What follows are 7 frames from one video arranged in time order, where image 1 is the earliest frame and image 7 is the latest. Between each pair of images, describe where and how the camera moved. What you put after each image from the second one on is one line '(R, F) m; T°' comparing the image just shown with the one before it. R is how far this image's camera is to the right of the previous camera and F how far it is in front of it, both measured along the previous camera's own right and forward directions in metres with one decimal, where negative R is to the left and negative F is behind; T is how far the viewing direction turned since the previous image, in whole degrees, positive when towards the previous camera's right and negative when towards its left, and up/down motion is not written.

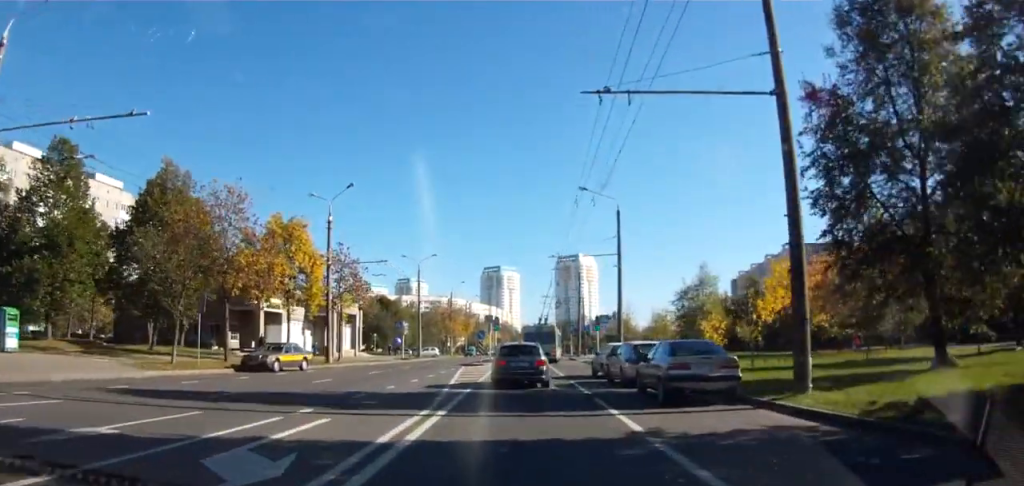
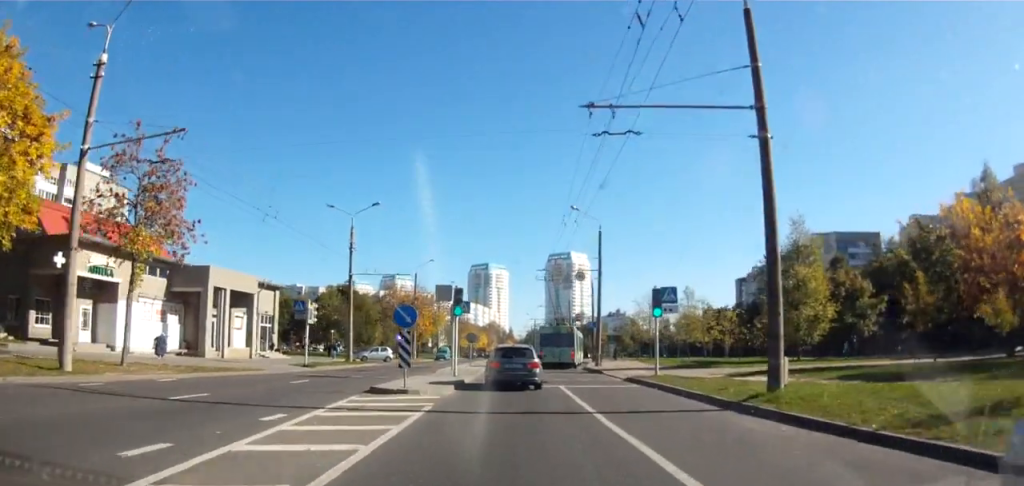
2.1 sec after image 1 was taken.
(0.0, +19.9) m; 0°
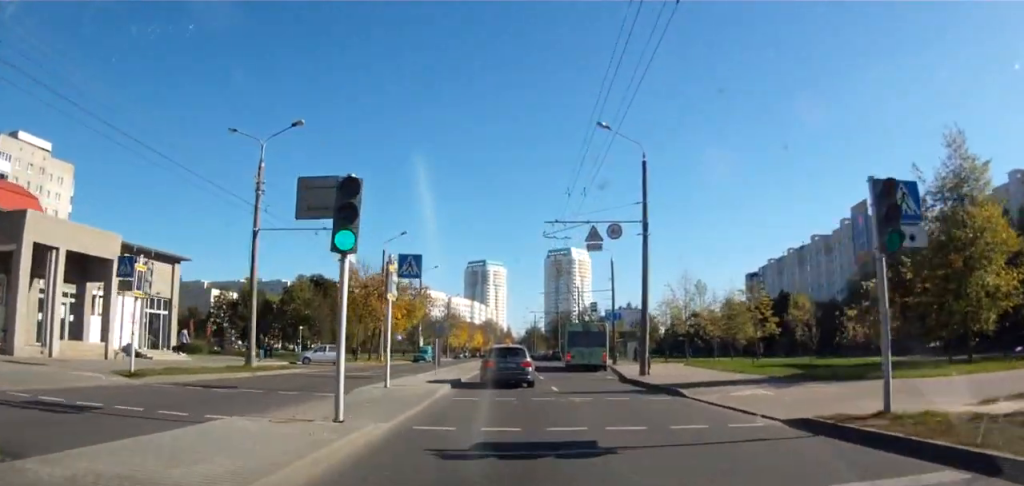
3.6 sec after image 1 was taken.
(+0.2, +17.6) m; +3°
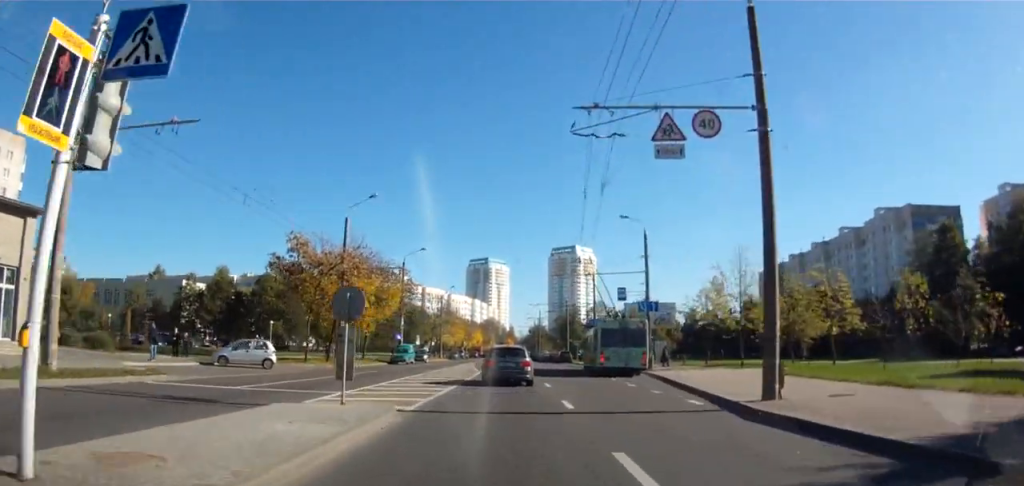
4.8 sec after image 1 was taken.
(+0.6, +17.3) m; +3°
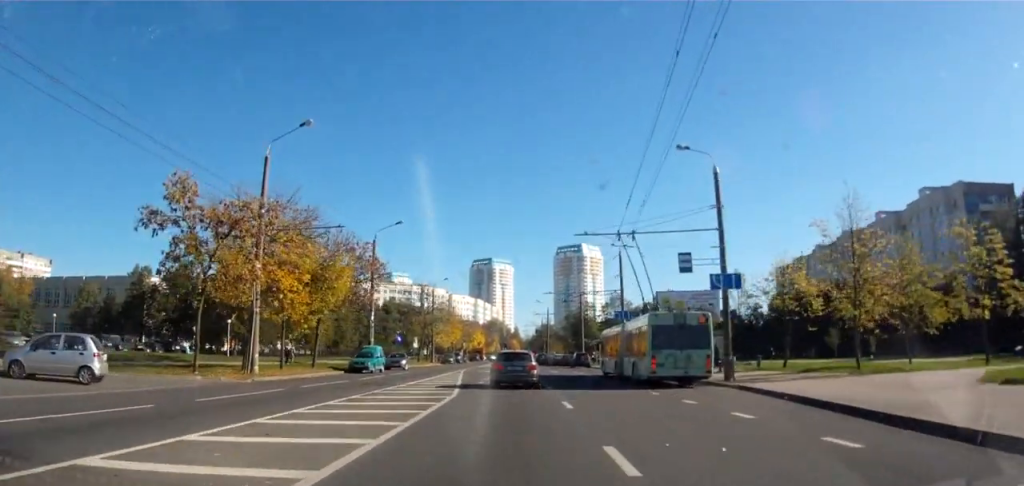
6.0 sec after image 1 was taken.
(+0.4, +21.1) m; 0°
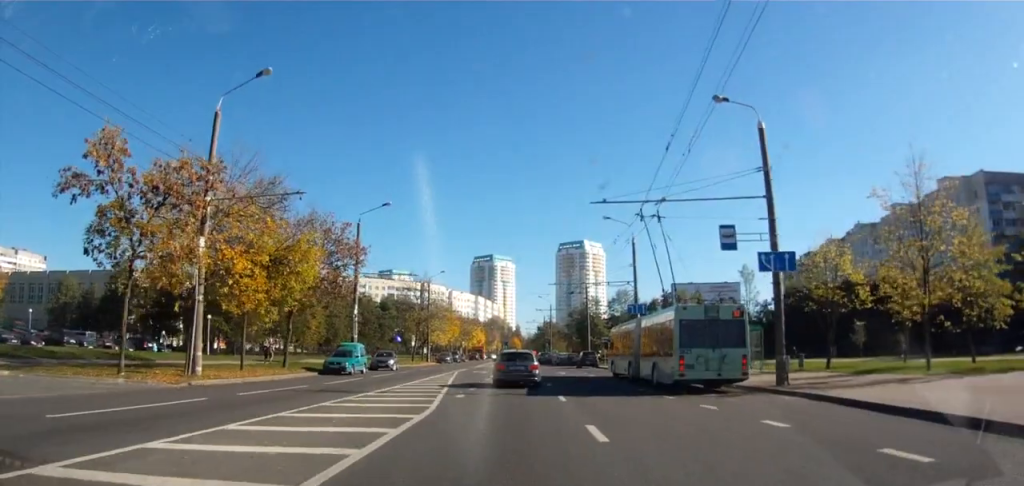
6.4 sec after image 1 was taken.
(0.0, +7.4) m; -1°
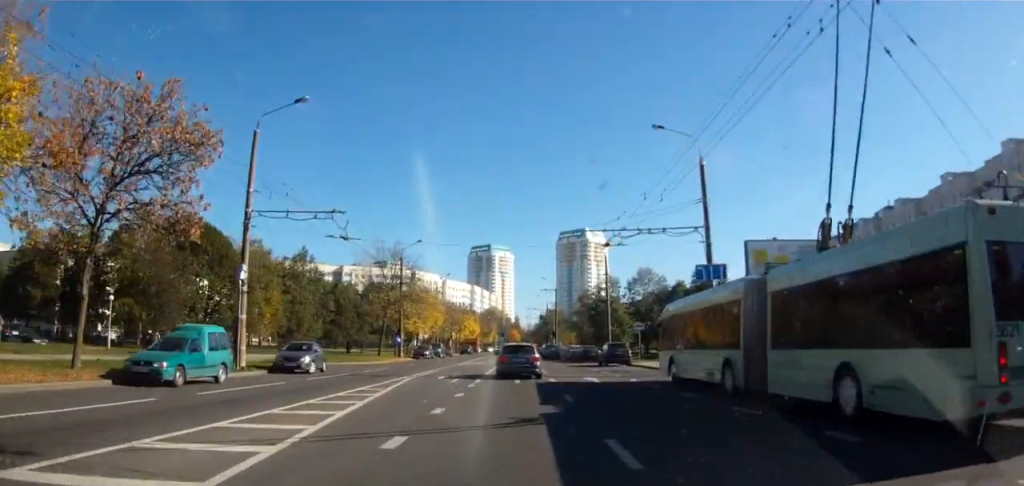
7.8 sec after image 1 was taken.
(-0.8, +22.0) m; -2°
